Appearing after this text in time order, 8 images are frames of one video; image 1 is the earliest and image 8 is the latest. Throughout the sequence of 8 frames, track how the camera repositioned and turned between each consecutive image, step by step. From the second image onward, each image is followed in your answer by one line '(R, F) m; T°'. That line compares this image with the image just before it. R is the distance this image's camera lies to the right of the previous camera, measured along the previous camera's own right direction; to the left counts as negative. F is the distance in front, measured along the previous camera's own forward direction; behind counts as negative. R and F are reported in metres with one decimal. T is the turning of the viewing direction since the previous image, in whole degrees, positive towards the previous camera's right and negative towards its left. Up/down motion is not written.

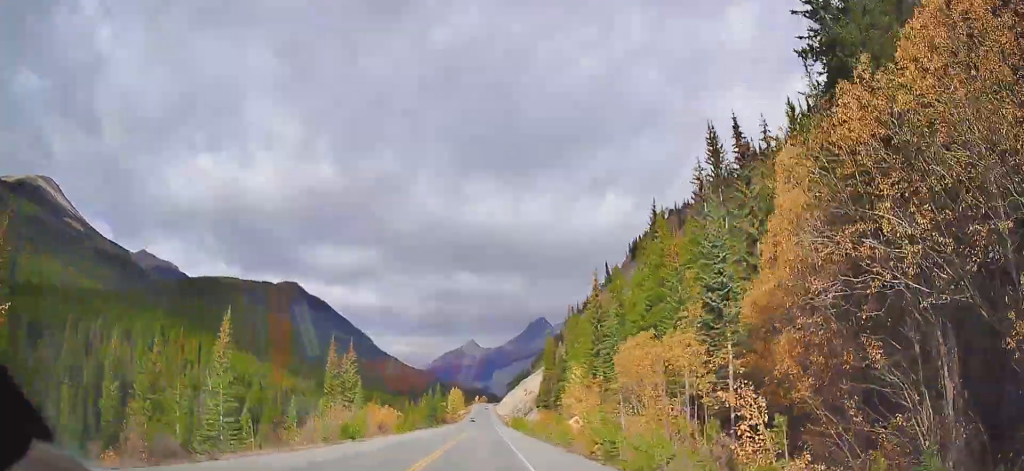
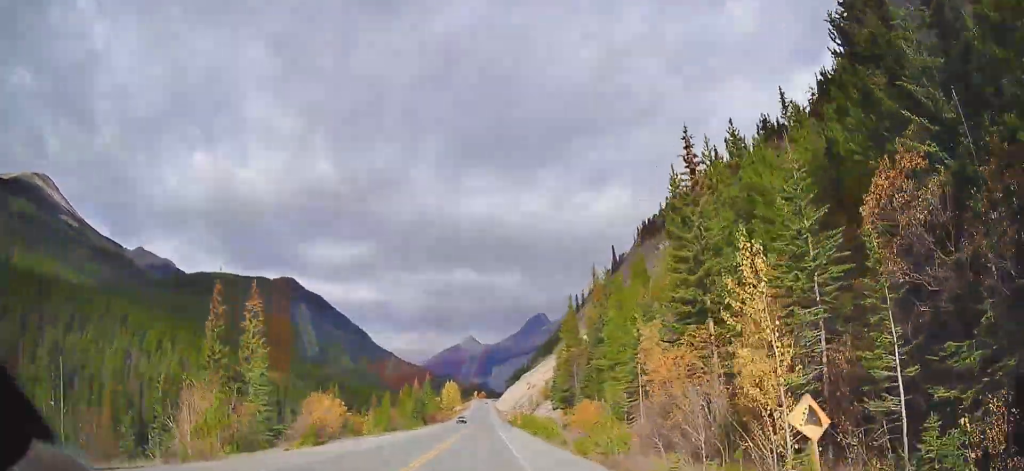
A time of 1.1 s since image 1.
(0.0, +27.6) m; -1°
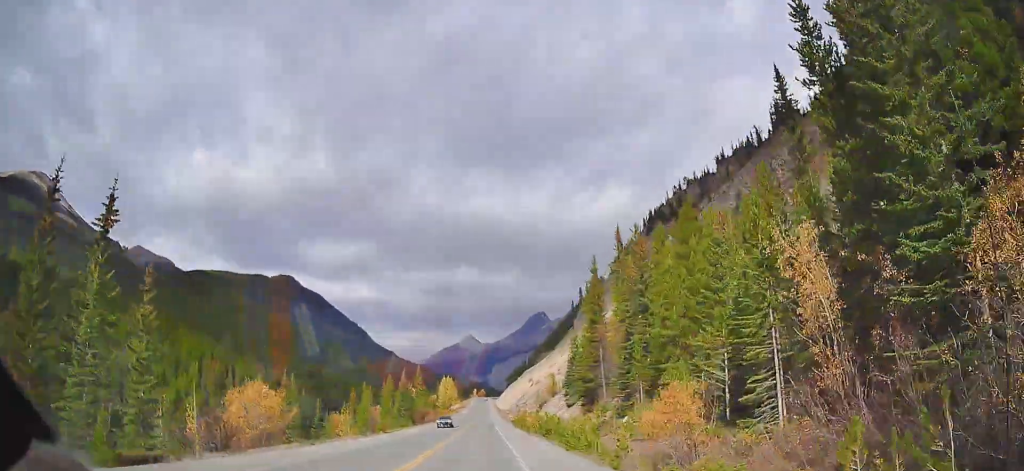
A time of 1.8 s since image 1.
(-0.1, +17.6) m; -1°
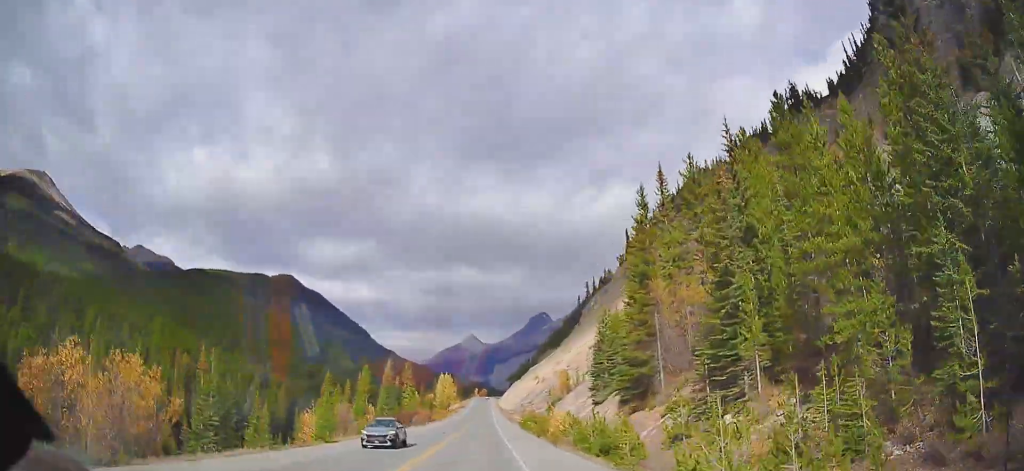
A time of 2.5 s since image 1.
(-0.2, +18.5) m; 0°
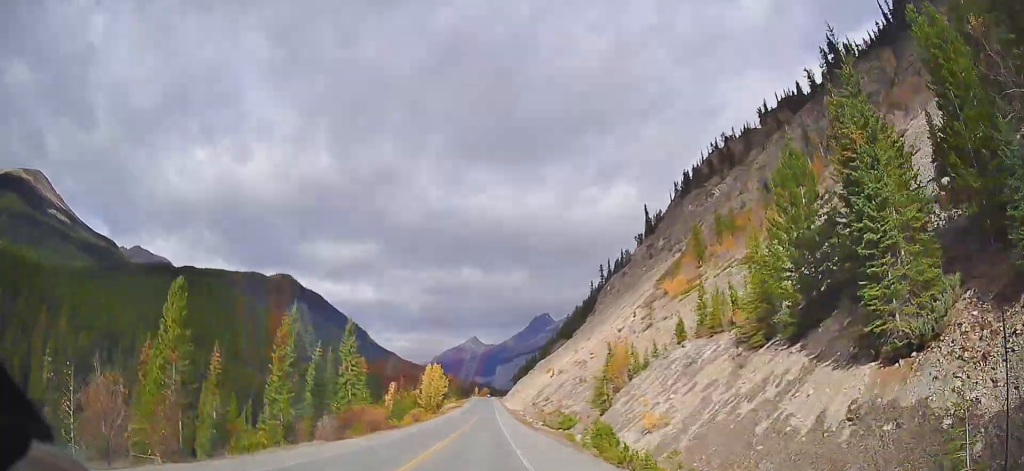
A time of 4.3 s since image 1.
(+0.3, +44.7) m; 0°
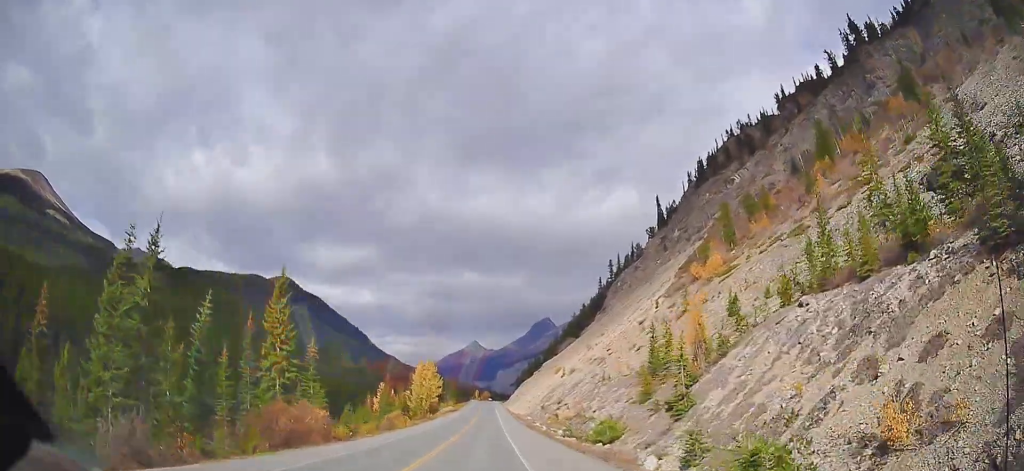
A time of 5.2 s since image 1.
(-0.3, +22.1) m; -1°
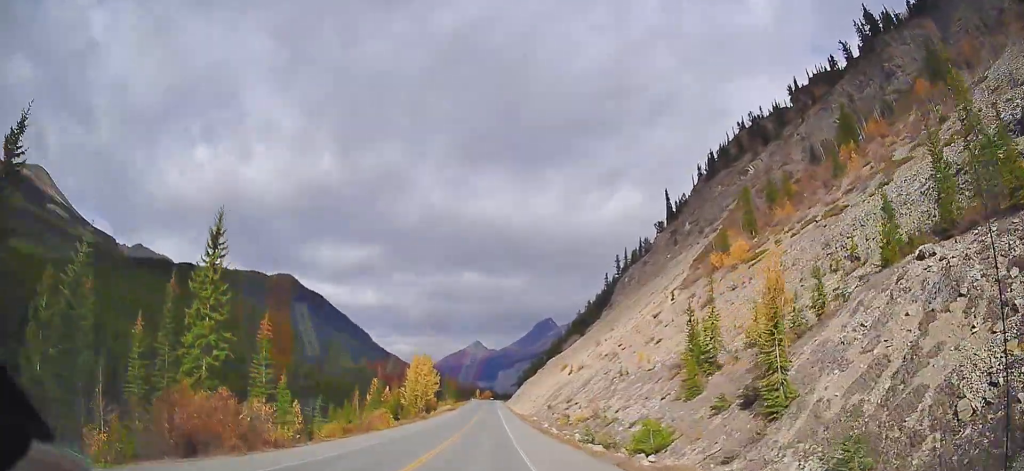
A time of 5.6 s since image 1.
(0.0, +11.0) m; 0°
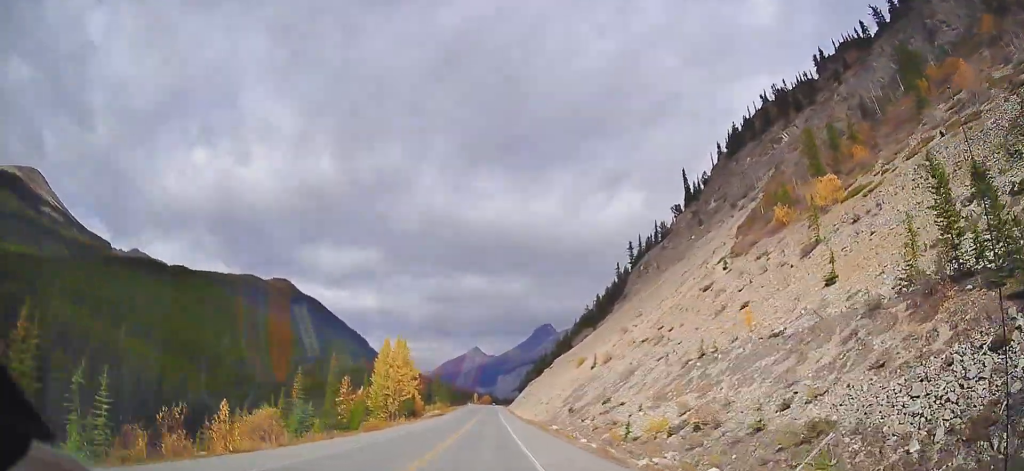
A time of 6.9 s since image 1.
(+0.4, +32.0) m; +1°
